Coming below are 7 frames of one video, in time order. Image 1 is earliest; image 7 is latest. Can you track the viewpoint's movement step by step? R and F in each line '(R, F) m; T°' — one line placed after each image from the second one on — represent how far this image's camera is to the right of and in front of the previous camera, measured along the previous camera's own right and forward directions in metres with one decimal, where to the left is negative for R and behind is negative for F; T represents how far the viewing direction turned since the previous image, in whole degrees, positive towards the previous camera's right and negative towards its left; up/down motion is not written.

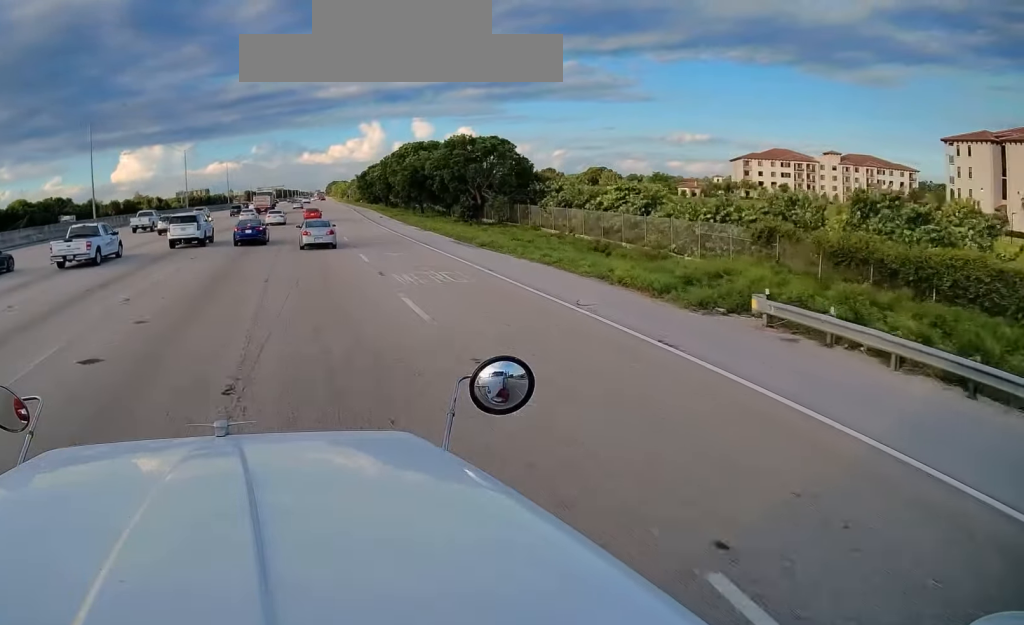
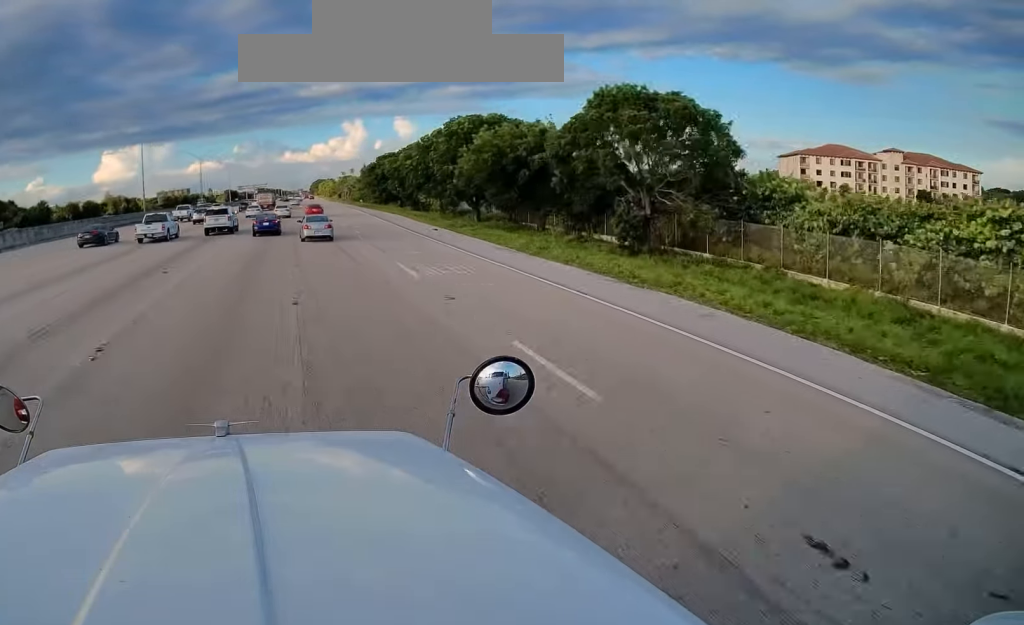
(+0.1, +30.5) m; 0°
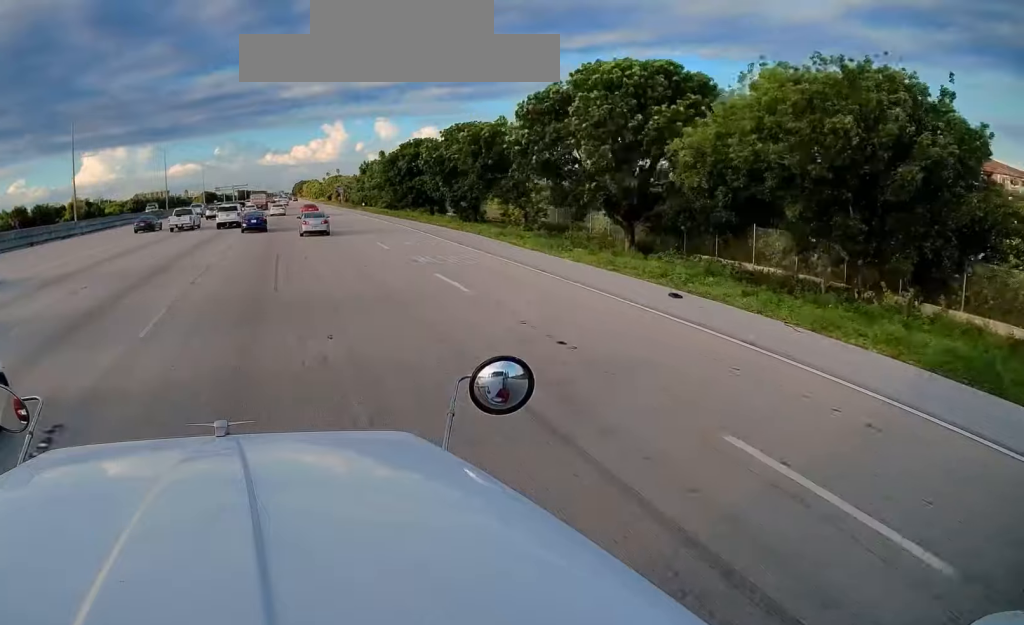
(+0.3, +30.1) m; +2°
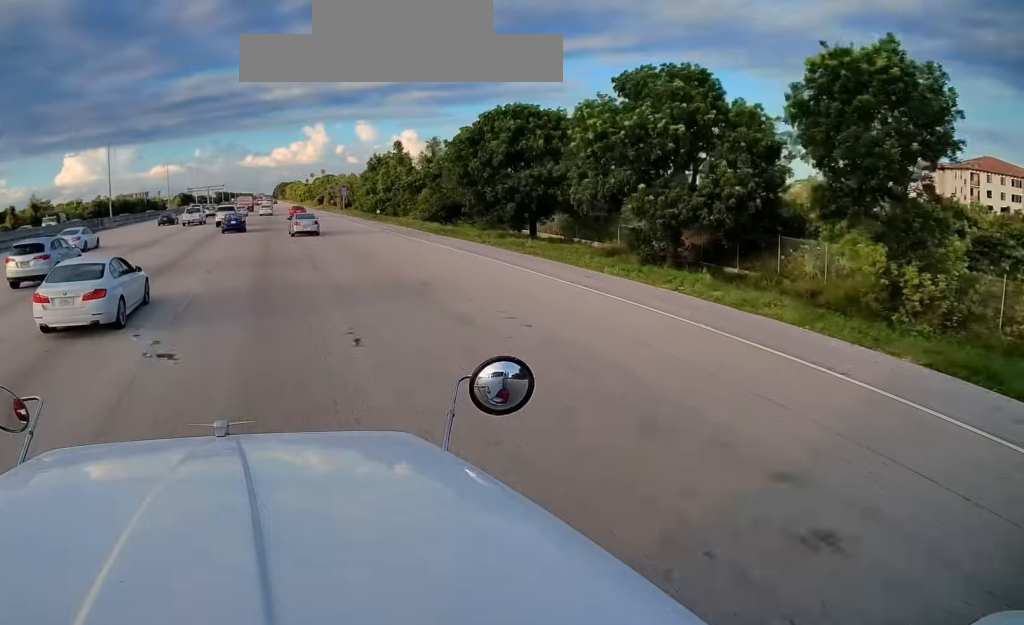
(+0.7, +32.7) m; +3°
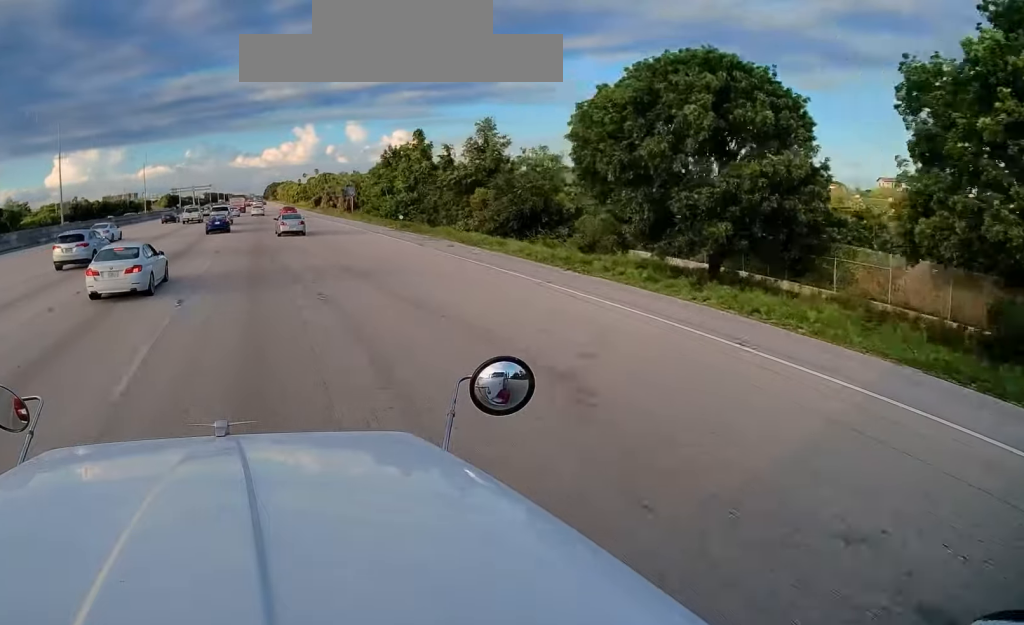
(+0.3, +20.5) m; +1°
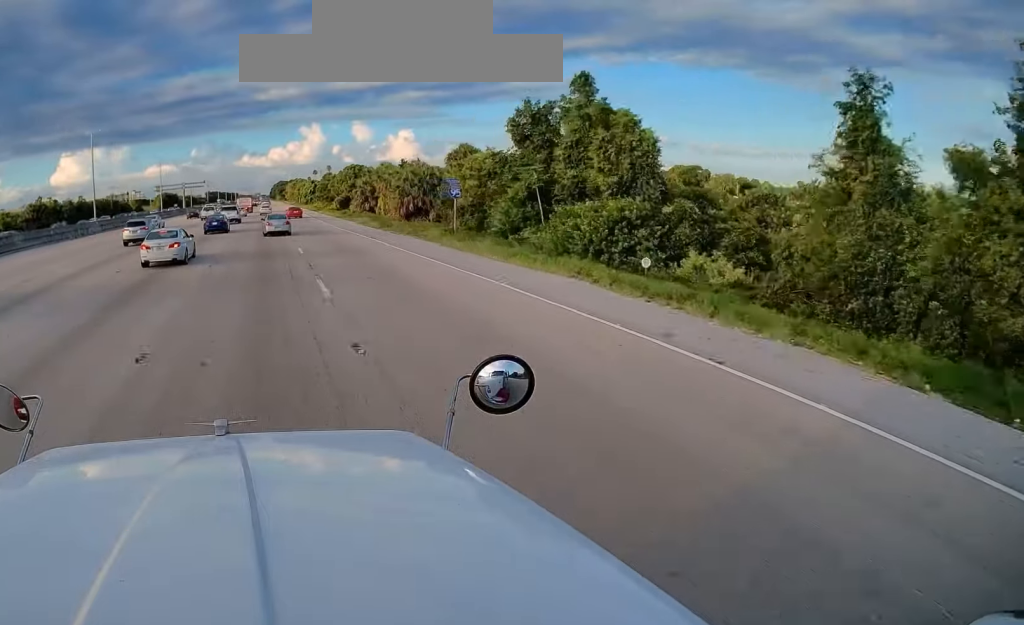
(0.0, +42.7) m; 0°
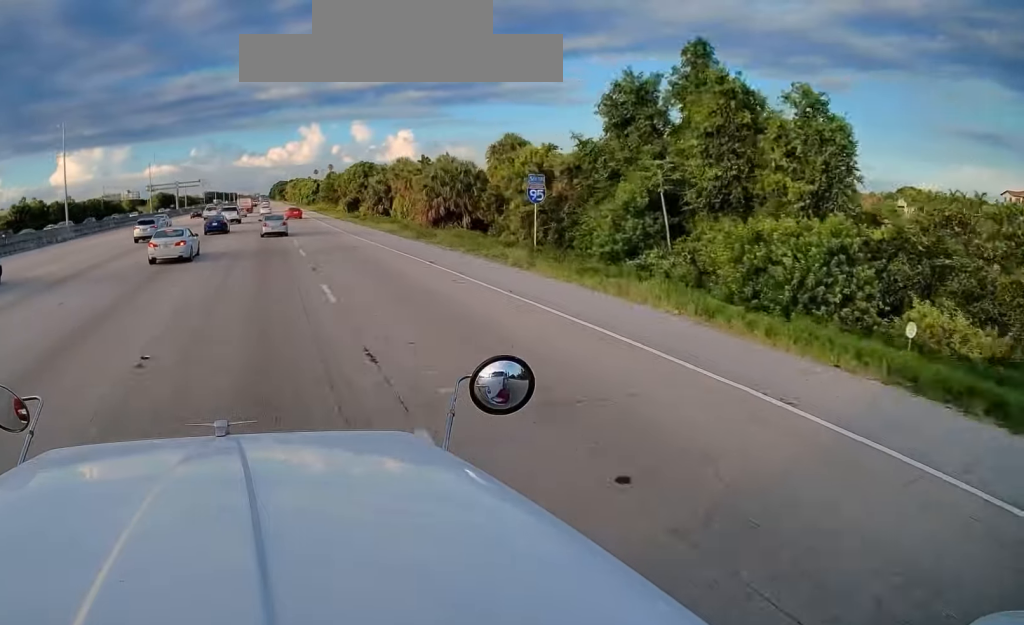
(0.0, +11.7) m; 0°
